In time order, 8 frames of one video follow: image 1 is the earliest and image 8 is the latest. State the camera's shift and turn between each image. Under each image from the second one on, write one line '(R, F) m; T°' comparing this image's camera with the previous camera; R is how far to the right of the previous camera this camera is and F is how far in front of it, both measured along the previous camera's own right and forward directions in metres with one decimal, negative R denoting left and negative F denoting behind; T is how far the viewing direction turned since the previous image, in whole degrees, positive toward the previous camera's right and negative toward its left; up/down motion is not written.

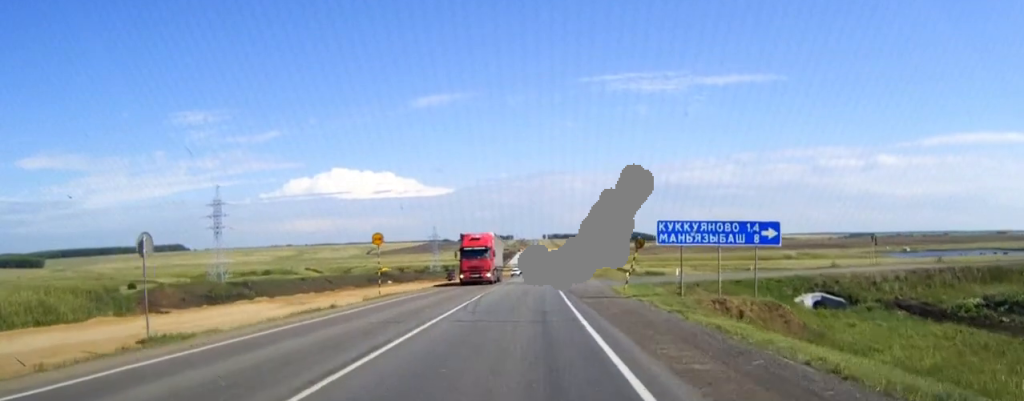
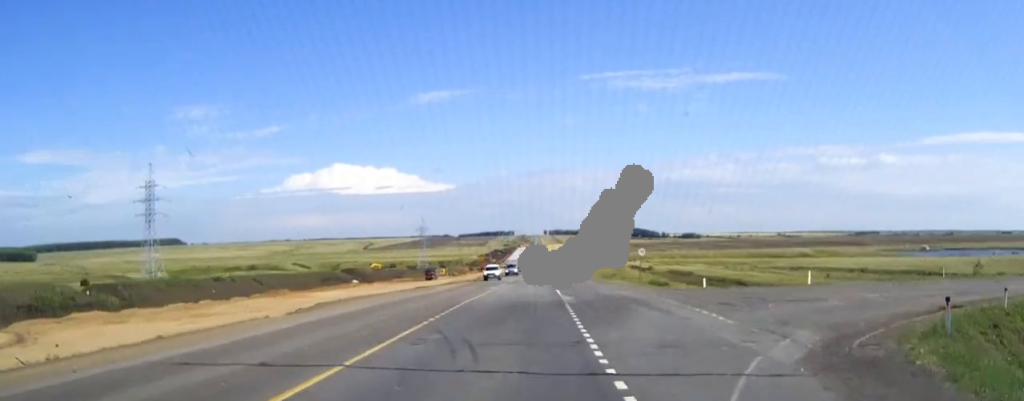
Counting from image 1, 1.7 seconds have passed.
(+0.1, +38.2) m; 0°
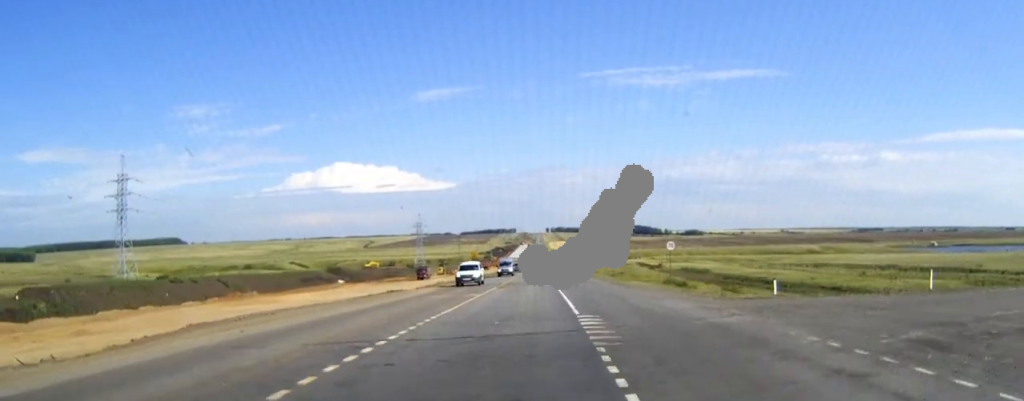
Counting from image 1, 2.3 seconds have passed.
(0.0, +13.1) m; 0°
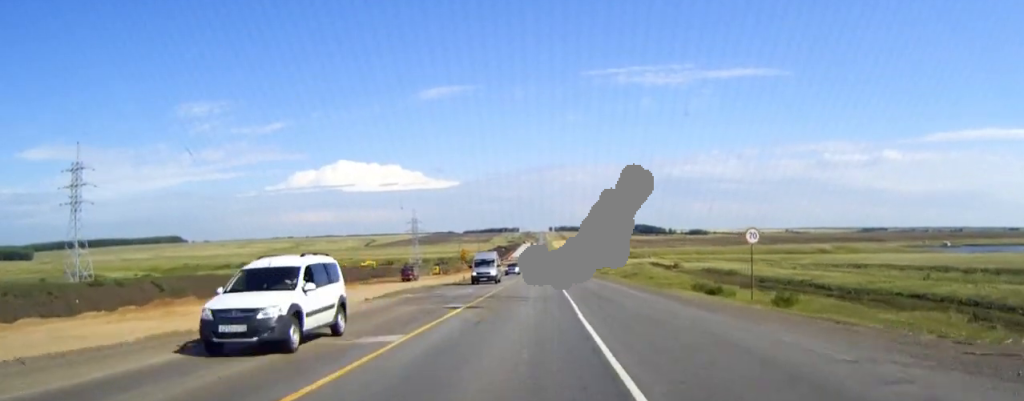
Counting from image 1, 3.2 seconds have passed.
(-0.1, +19.0) m; 0°
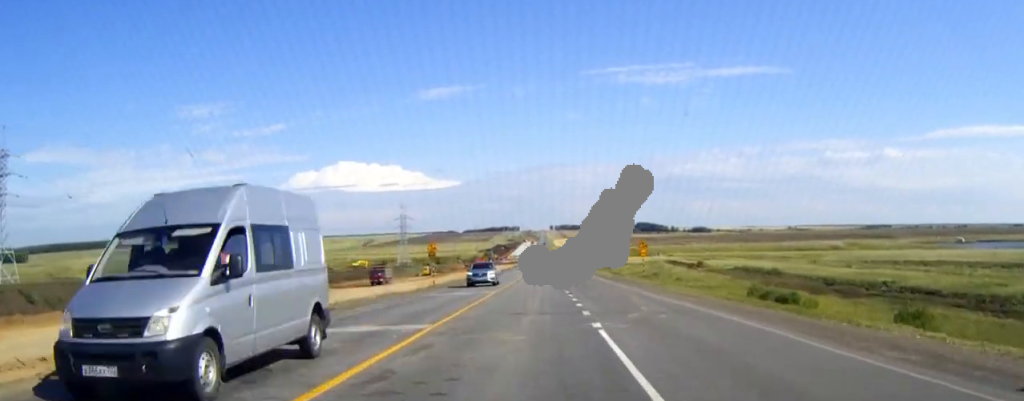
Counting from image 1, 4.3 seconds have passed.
(0.0, +24.6) m; 0°
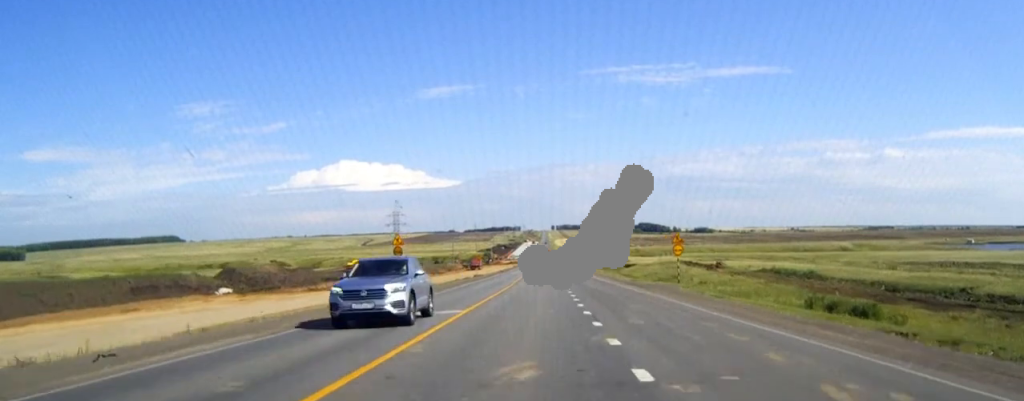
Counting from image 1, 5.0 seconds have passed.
(0.0, +15.1) m; 0°
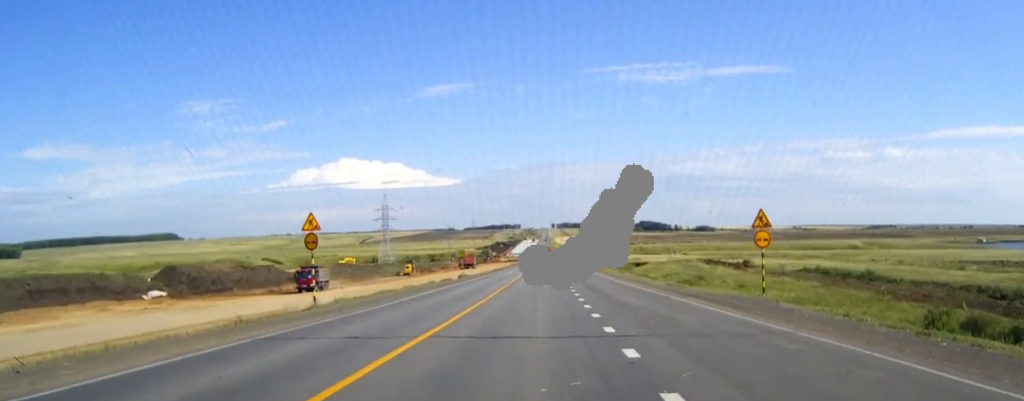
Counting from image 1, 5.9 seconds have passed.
(0.0, +17.8) m; 0°
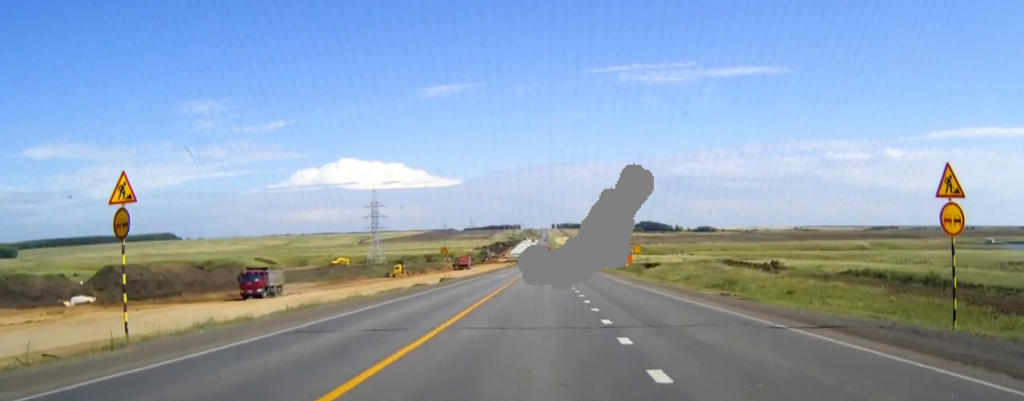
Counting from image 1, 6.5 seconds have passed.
(0.0, +14.2) m; 0°
